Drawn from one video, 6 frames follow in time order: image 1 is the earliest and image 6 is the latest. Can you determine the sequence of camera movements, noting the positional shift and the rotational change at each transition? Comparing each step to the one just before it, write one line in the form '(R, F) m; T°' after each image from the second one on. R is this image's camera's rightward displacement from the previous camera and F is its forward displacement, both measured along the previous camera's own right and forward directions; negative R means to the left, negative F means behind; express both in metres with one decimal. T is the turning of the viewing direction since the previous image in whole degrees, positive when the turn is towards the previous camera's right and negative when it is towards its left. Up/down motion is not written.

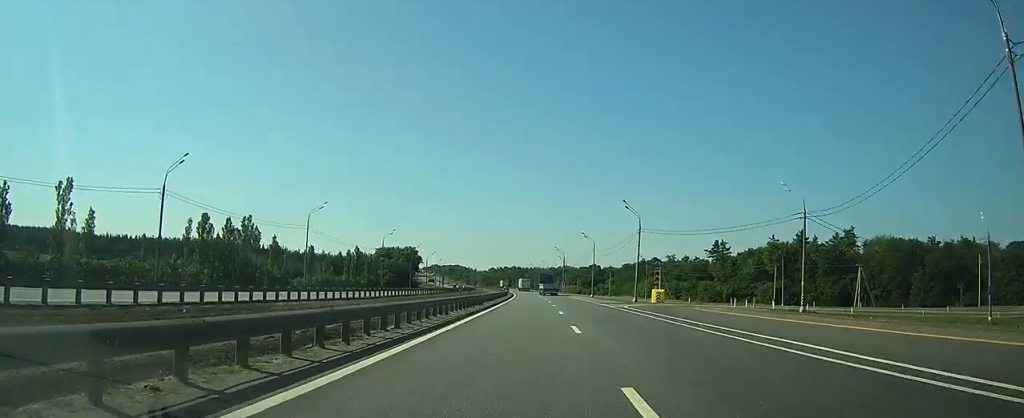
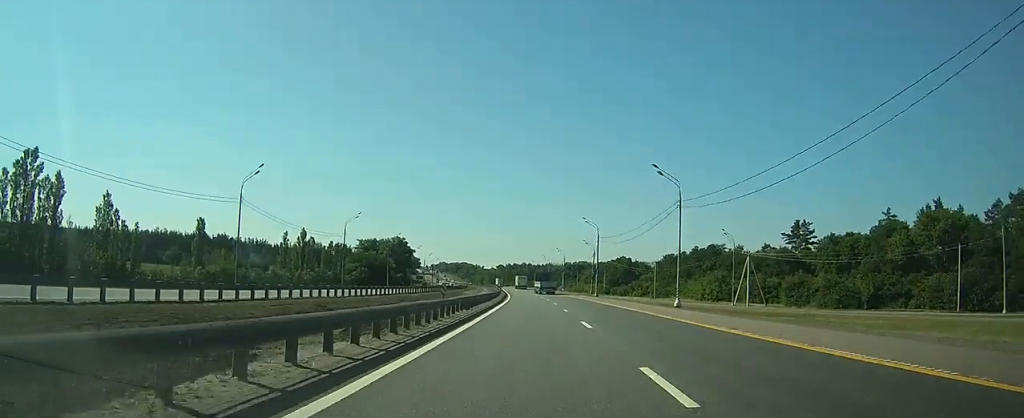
(-1.1, +56.1) m; -4°
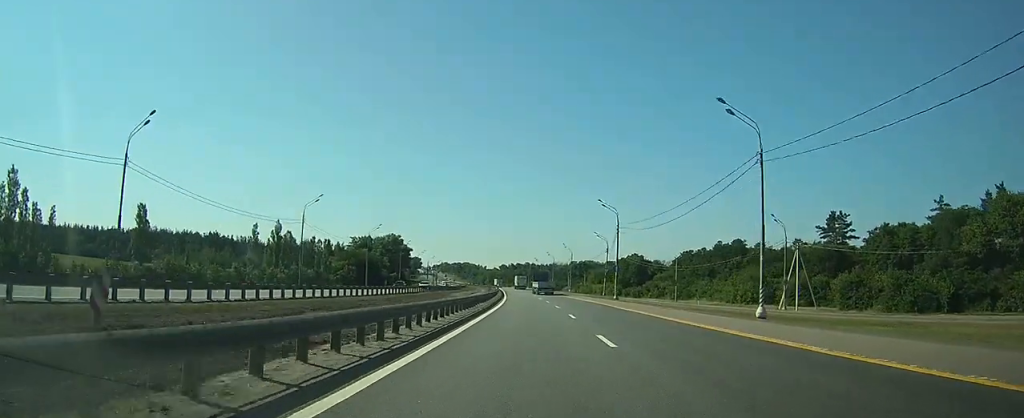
(-0.4, +17.1) m; -1°
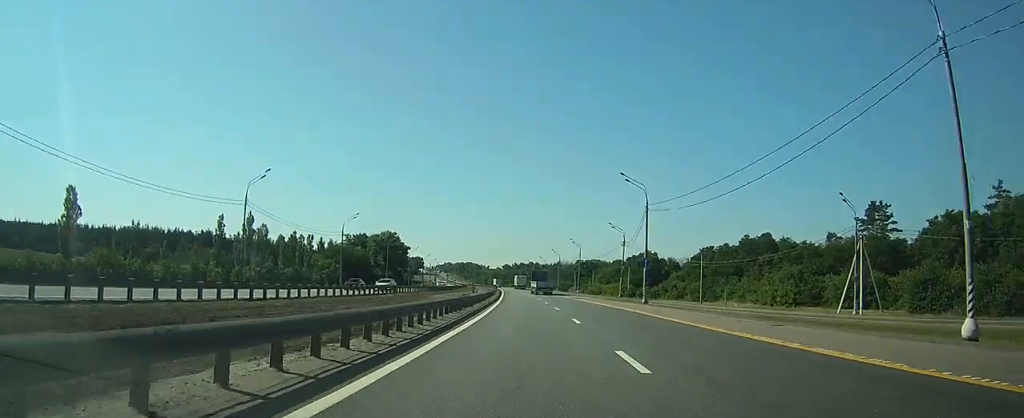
(0.0, +15.4) m; 0°
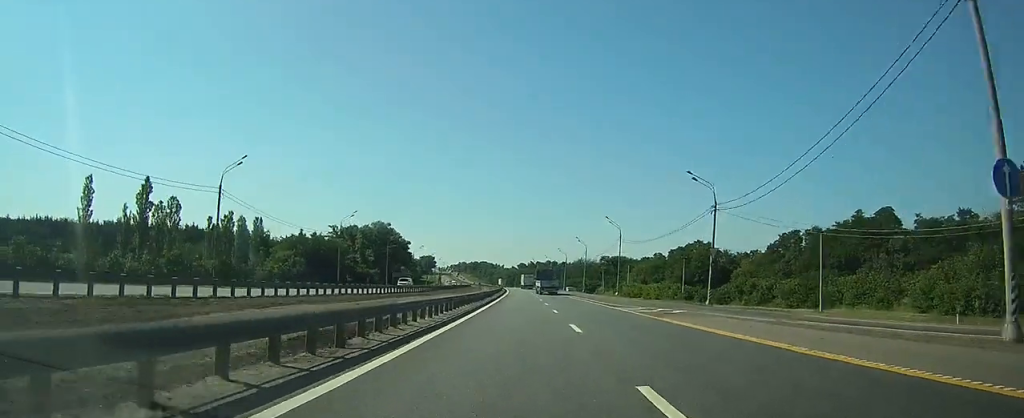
(0.0, +39.2) m; 0°
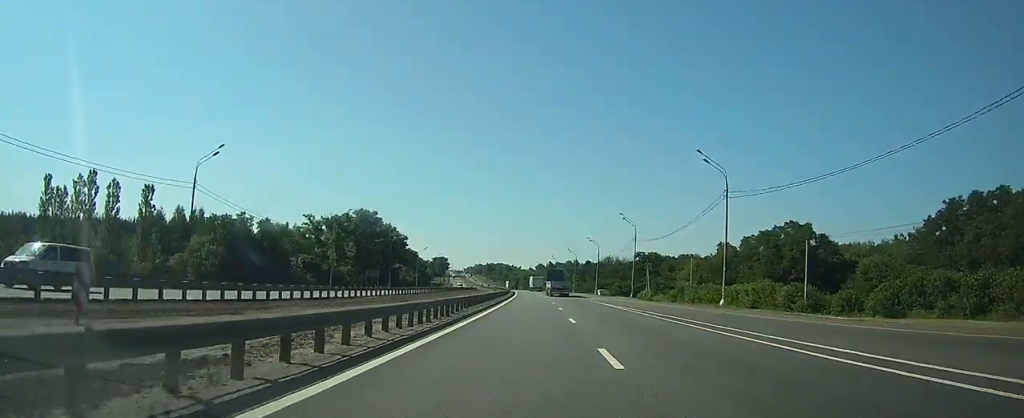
(0.0, +42.5) m; -1°
